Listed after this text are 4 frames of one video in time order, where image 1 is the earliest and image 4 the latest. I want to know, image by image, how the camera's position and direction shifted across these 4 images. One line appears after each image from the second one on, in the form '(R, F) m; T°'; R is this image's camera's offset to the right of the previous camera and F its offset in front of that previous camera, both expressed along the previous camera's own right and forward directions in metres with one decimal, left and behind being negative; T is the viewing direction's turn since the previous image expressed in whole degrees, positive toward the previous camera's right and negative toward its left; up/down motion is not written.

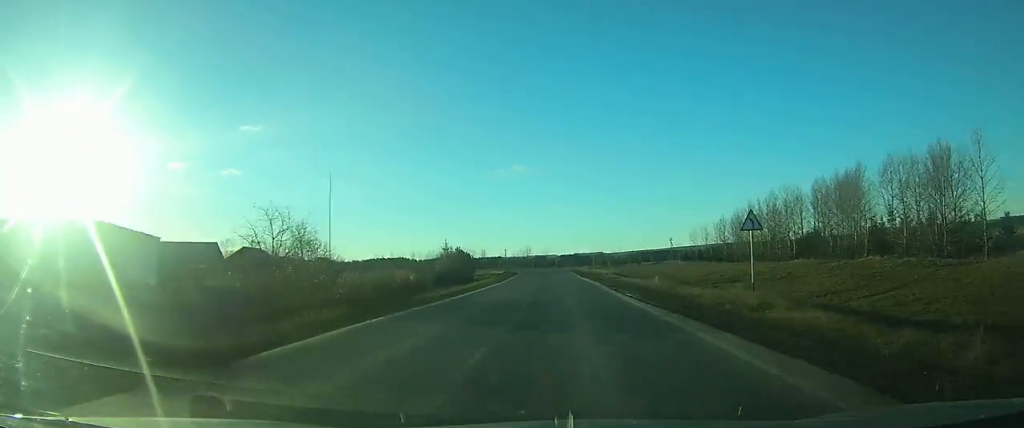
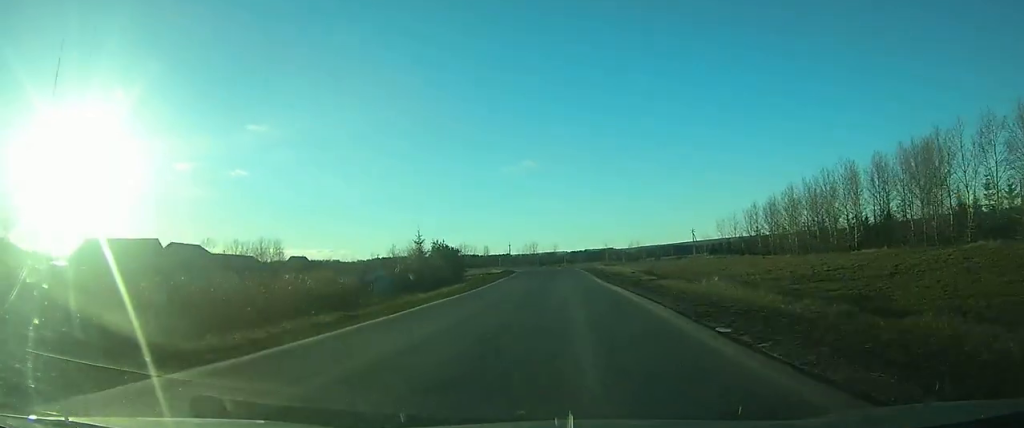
(-0.4, +20.0) m; -1°
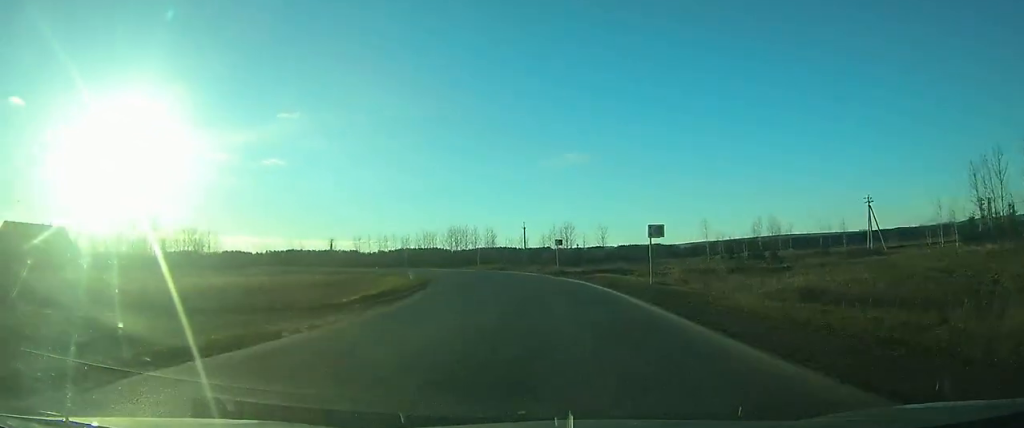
(-3.9, +91.8) m; -7°
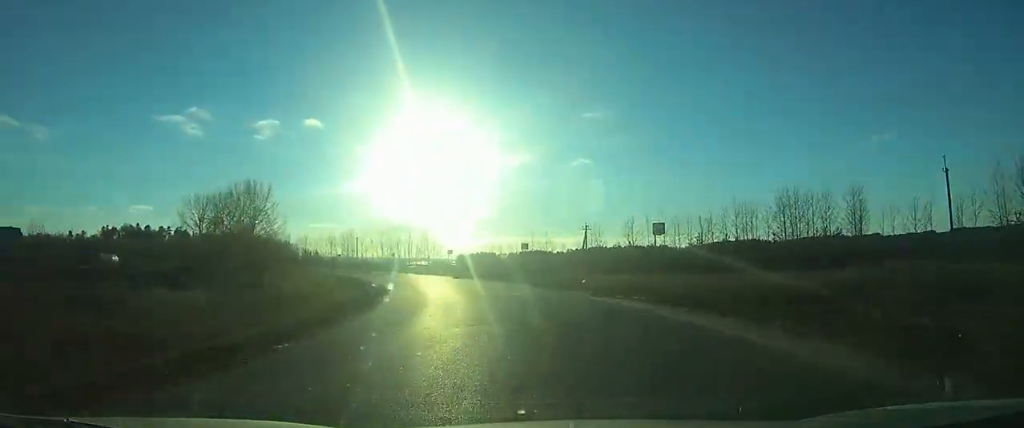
(-14.2, +63.3) m; -29°
